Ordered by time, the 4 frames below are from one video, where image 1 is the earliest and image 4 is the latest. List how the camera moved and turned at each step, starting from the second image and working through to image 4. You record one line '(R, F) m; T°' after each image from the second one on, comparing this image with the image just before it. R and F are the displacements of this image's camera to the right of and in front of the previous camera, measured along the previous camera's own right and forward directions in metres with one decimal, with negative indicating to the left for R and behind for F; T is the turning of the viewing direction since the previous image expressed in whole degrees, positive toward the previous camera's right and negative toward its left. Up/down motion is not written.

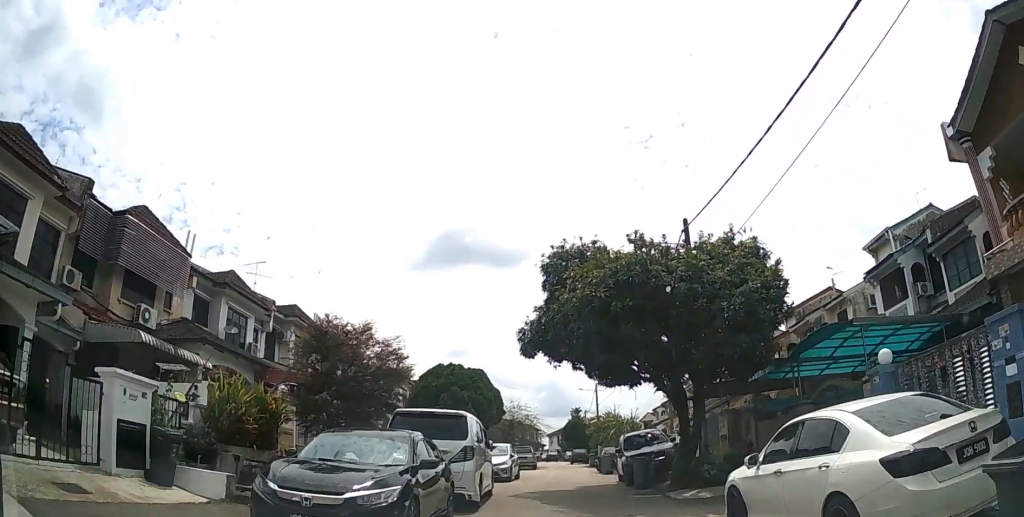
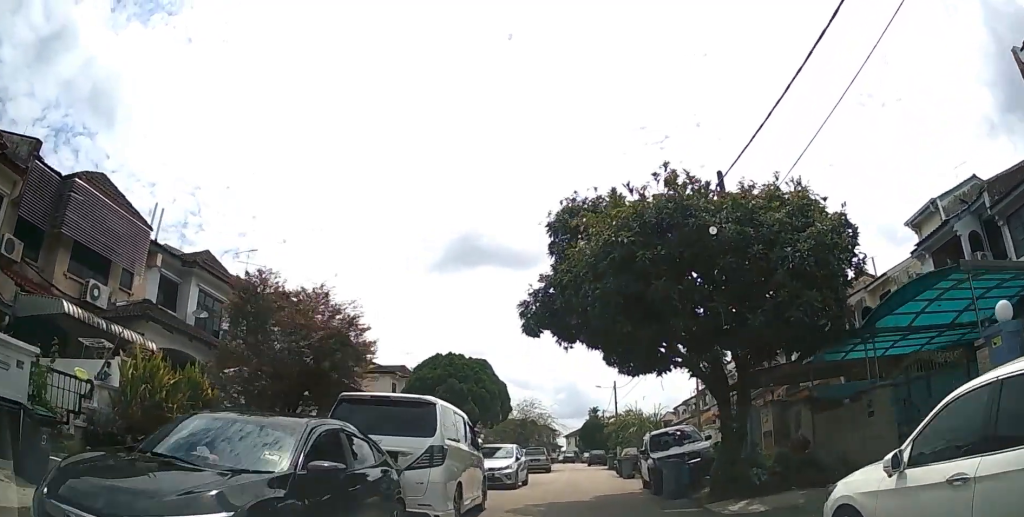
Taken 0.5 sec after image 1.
(-0.1, +3.2) m; -2°
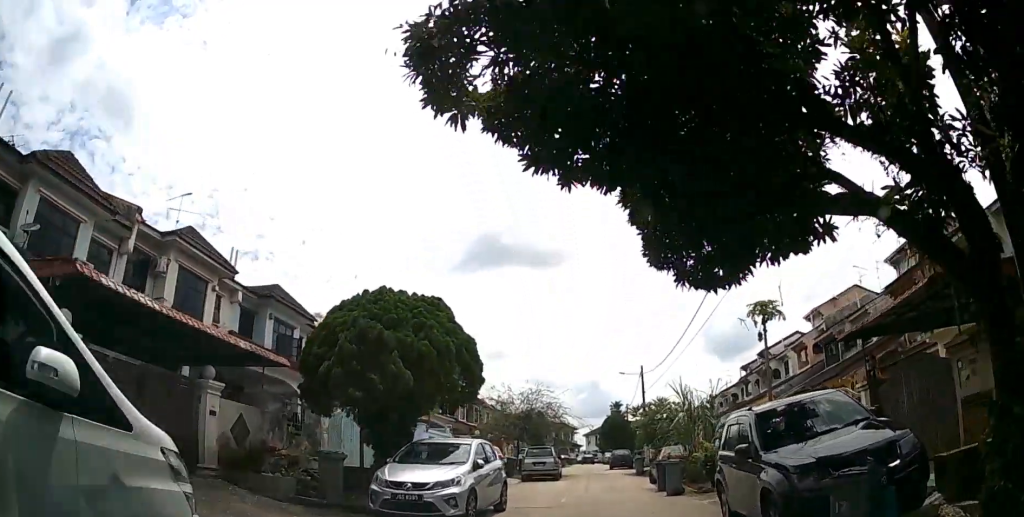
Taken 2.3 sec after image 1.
(-0.2, +9.3) m; -1°
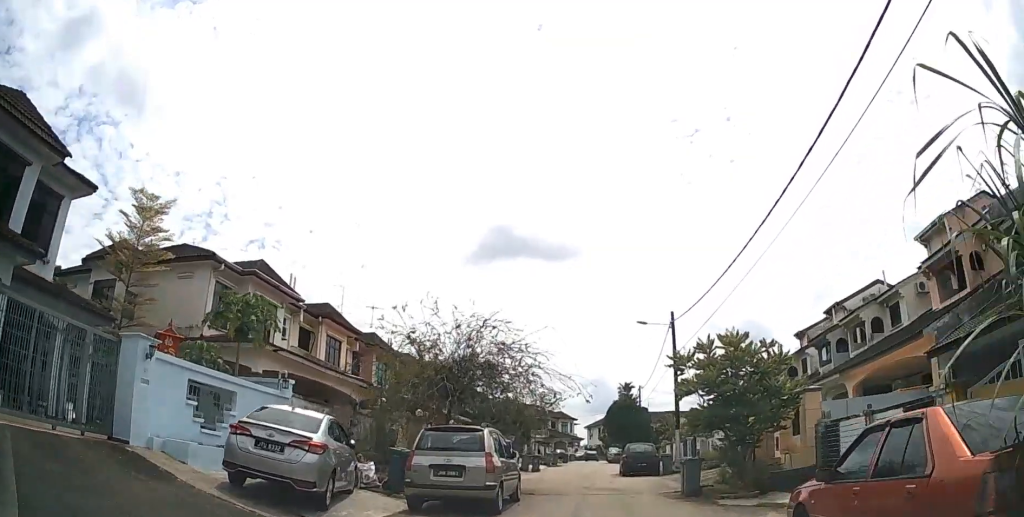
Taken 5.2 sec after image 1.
(-0.1, +16.6) m; +2°
